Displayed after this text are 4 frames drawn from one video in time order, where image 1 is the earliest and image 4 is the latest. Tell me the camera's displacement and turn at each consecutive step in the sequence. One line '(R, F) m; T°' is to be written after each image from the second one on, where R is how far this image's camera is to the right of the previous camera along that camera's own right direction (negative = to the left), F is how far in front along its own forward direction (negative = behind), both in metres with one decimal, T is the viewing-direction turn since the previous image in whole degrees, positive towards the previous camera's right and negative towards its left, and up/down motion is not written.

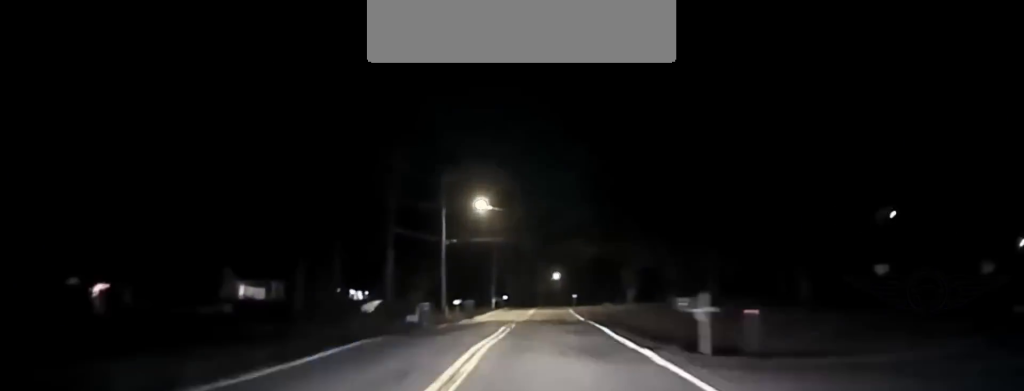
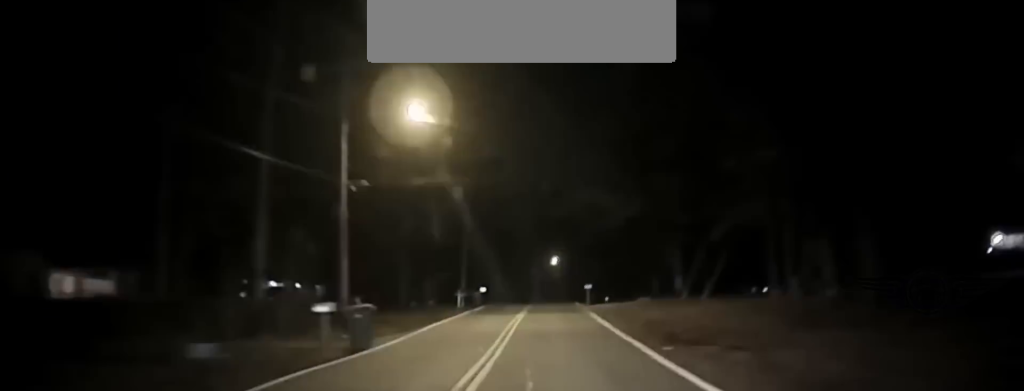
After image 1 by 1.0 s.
(+0.3, +35.5) m; 0°
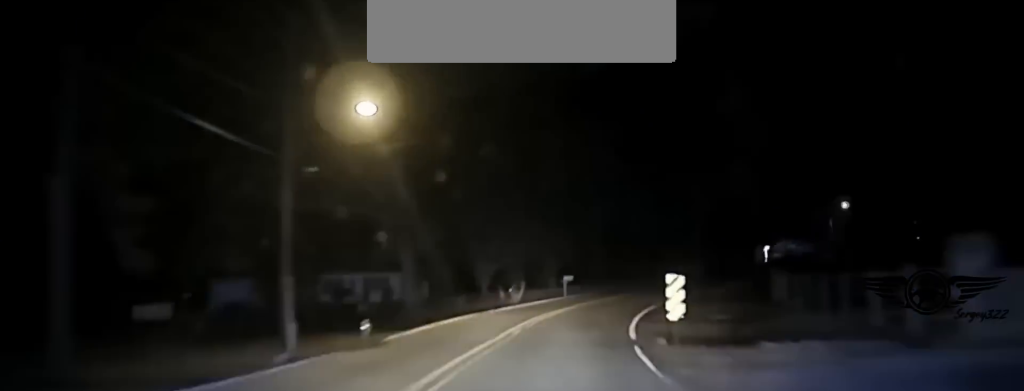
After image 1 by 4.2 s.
(+5.8, +97.5) m; +13°
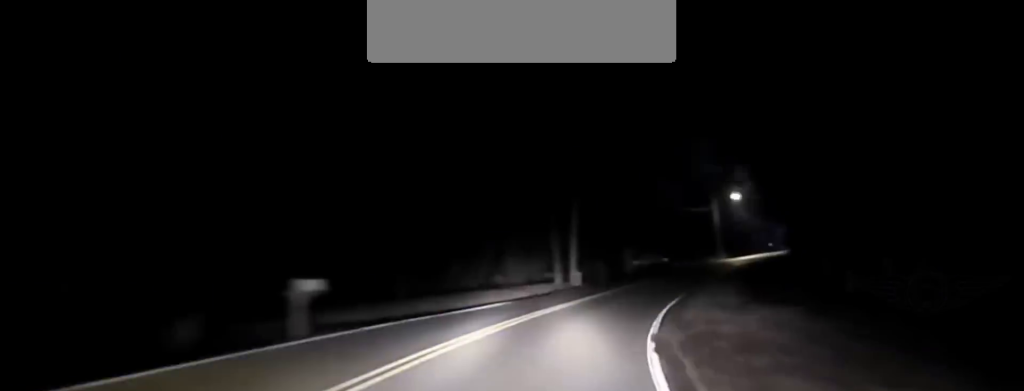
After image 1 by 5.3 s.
(+2.5, +30.0) m; +11°
